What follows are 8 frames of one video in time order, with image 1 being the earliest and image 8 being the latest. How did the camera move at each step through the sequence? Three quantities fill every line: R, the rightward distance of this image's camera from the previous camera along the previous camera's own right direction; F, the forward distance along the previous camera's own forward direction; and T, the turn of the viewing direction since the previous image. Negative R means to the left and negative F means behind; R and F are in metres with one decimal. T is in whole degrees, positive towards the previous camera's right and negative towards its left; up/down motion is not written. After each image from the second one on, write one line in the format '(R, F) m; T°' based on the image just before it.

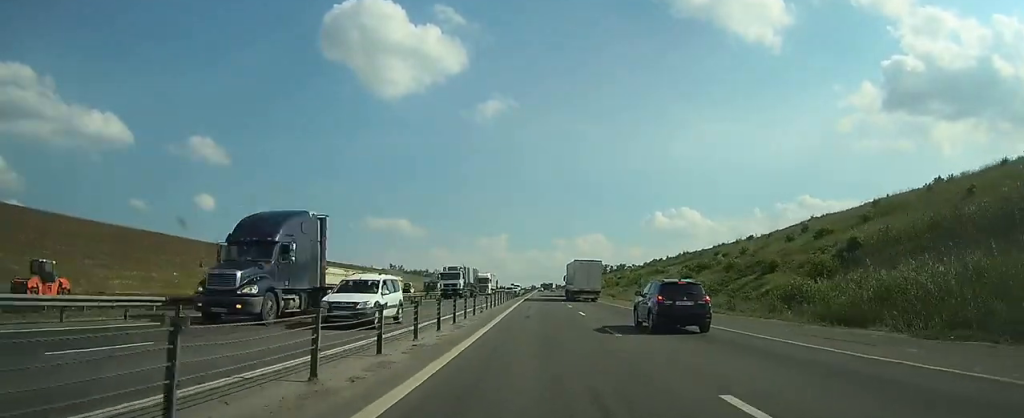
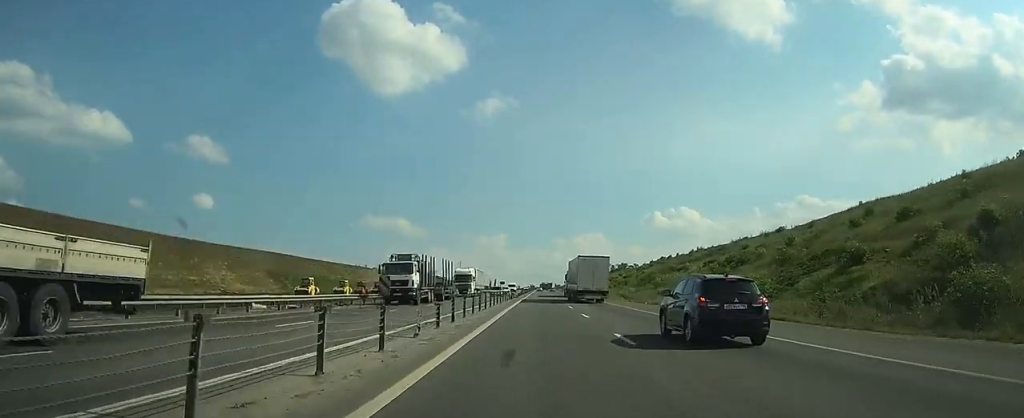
(0.0, +14.7) m; 0°
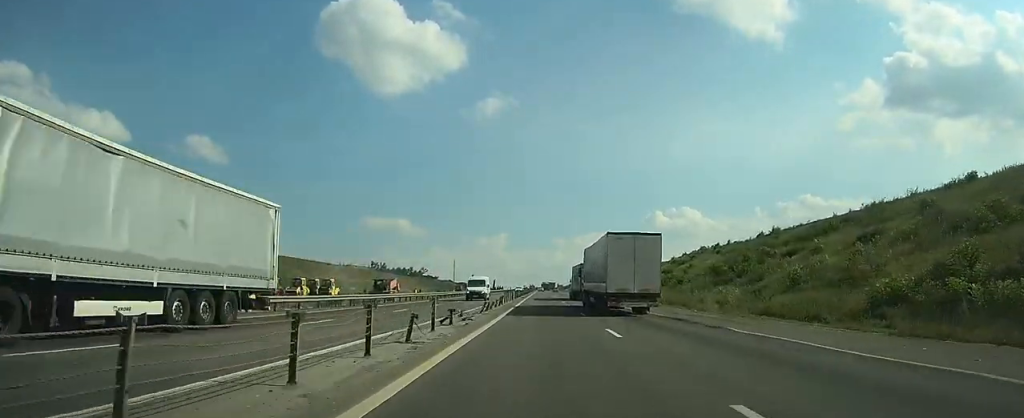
(0.0, +45.9) m; 0°
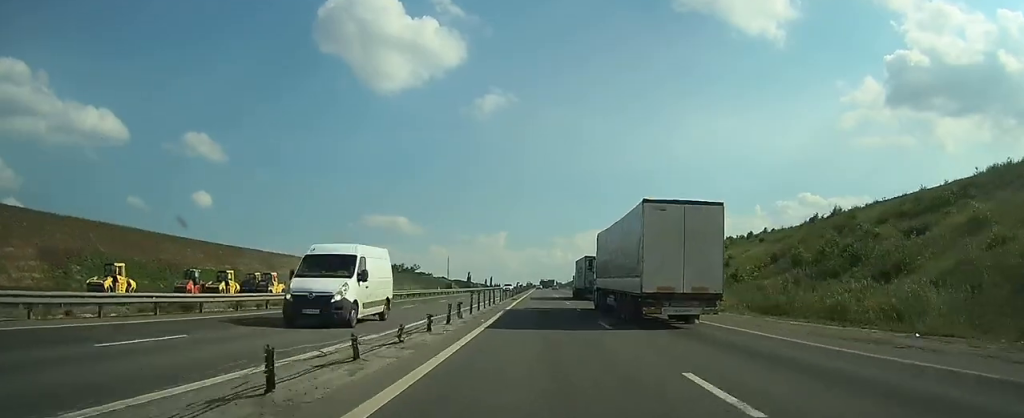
(0.0, +21.7) m; 0°
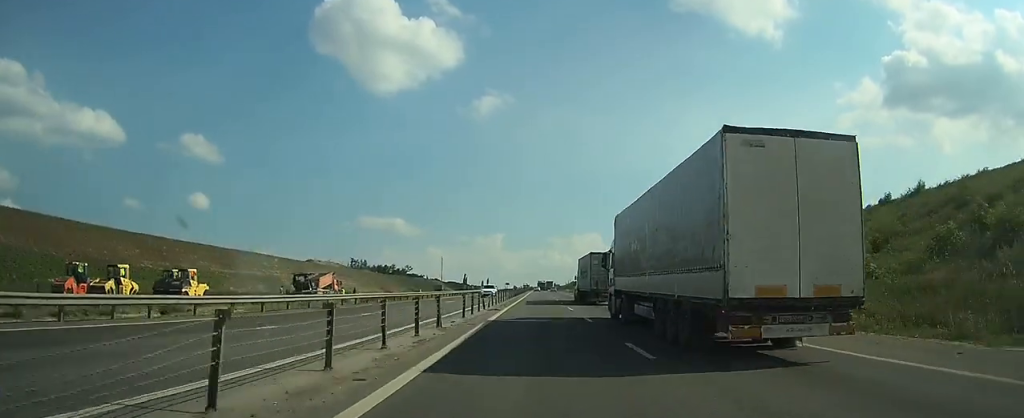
(0.0, +19.1) m; 0°
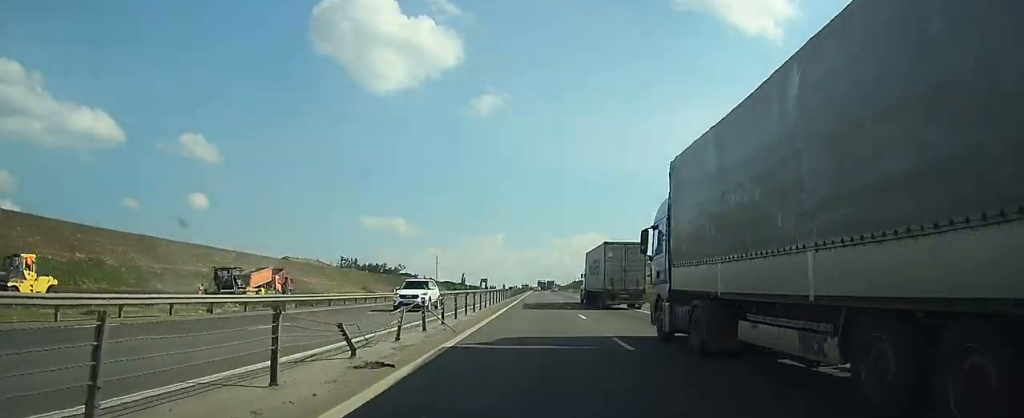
(0.0, +22.6) m; 0°
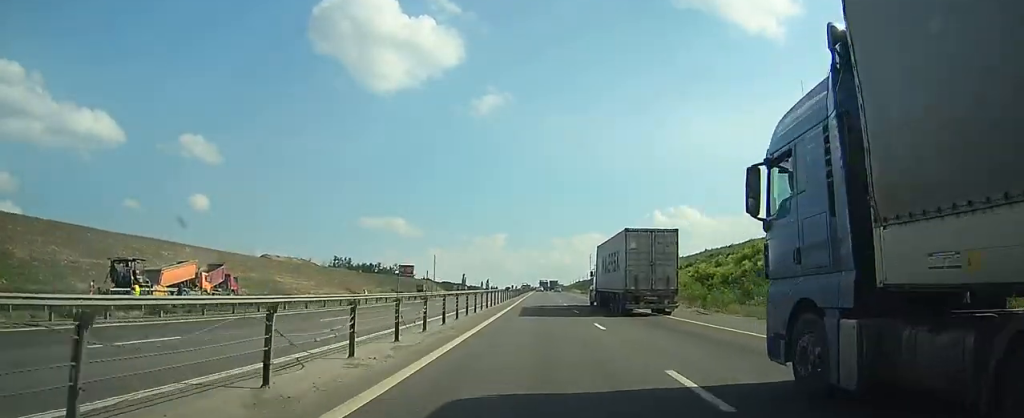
(-0.1, +18.3) m; 0°
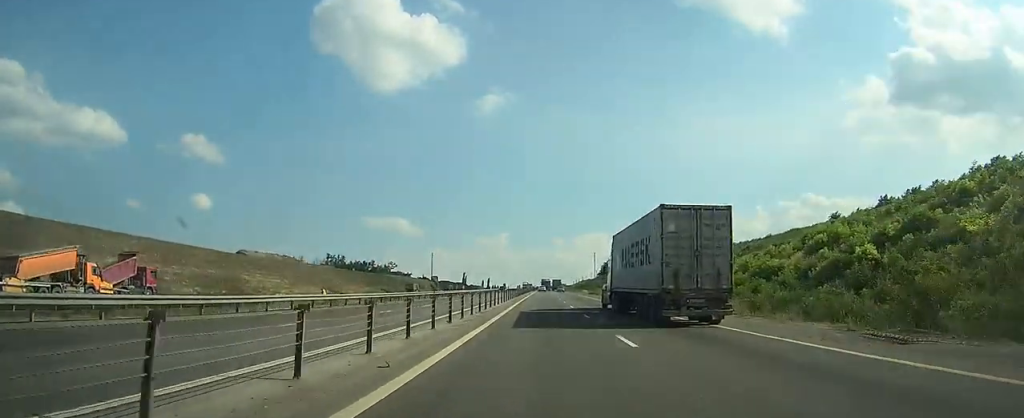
(0.0, +17.4) m; 0°
